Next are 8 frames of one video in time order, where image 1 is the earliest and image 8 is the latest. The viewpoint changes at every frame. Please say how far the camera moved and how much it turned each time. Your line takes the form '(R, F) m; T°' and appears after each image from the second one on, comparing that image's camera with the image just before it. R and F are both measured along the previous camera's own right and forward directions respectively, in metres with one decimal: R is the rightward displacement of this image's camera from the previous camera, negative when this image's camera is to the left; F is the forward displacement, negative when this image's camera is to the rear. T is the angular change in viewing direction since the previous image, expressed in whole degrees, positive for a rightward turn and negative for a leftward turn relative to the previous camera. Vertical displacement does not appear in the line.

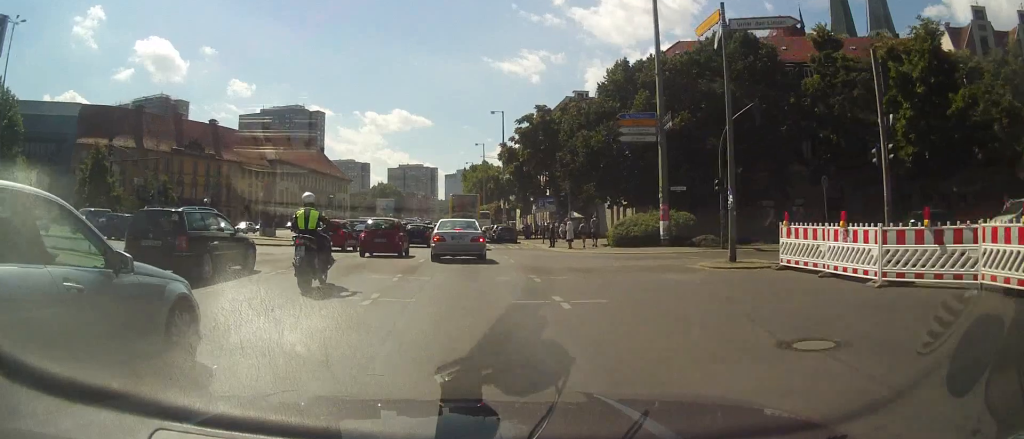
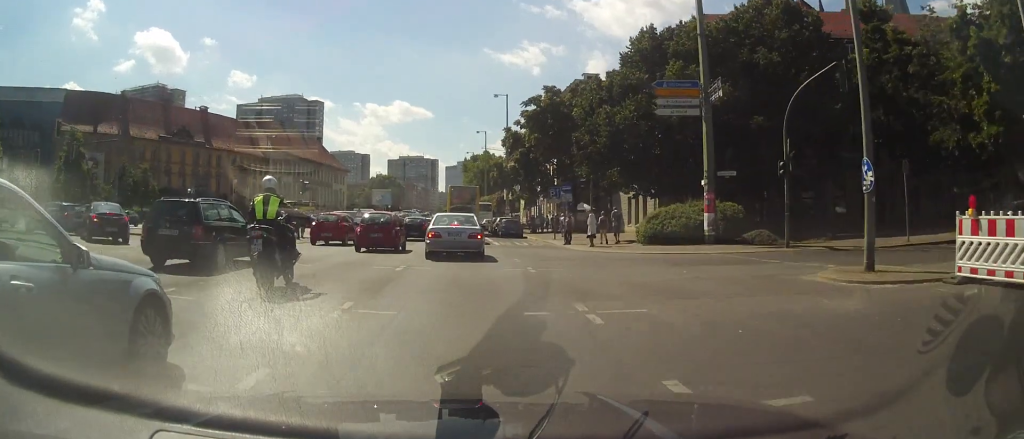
(-0.1, +6.0) m; -1°
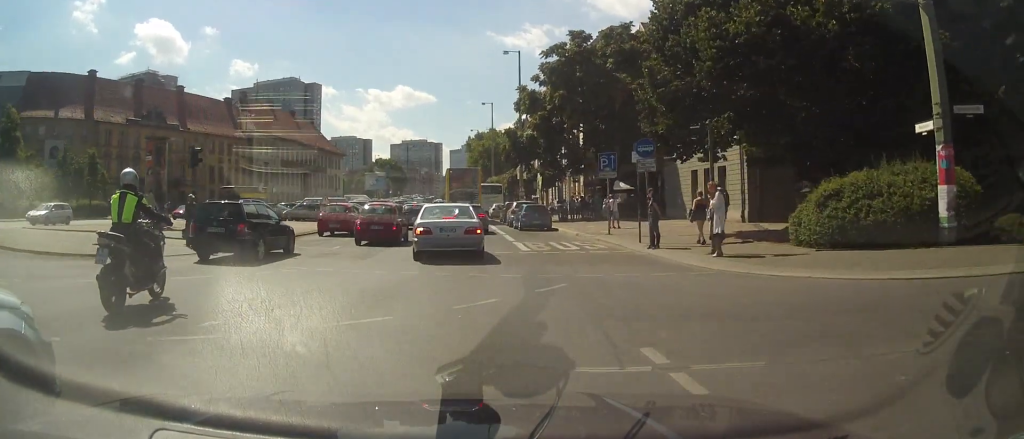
(+0.4, +14.4) m; 0°
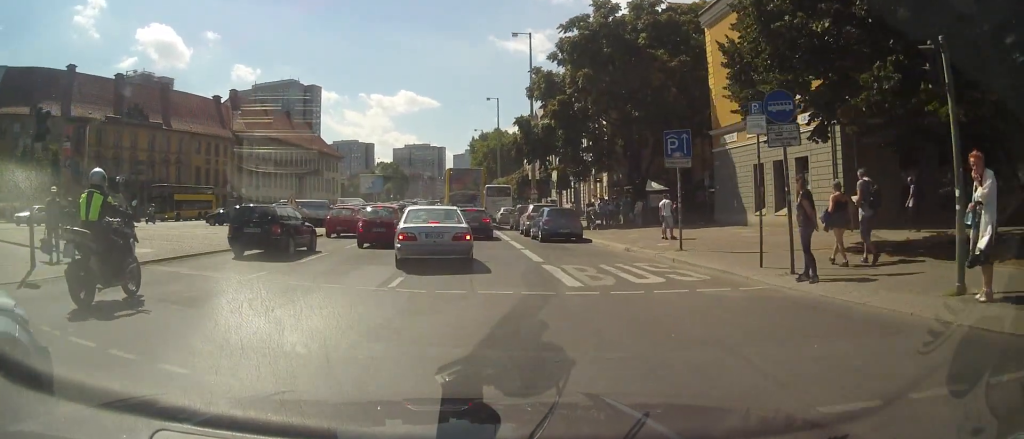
(-0.4, +8.8) m; -4°
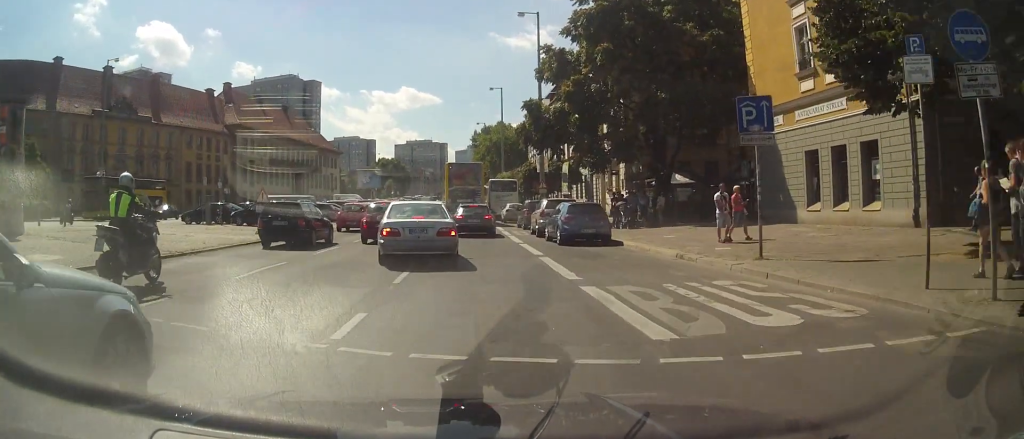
(0.0, +5.3) m; +1°
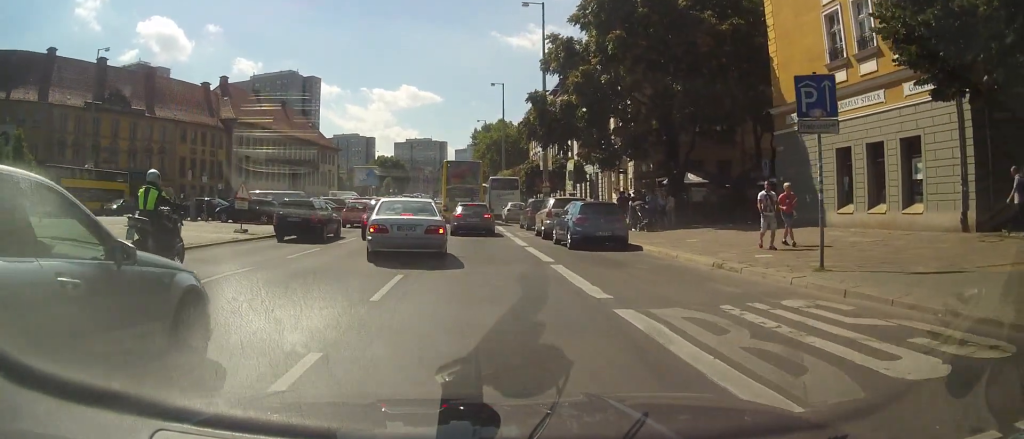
(0.0, +2.8) m; 0°
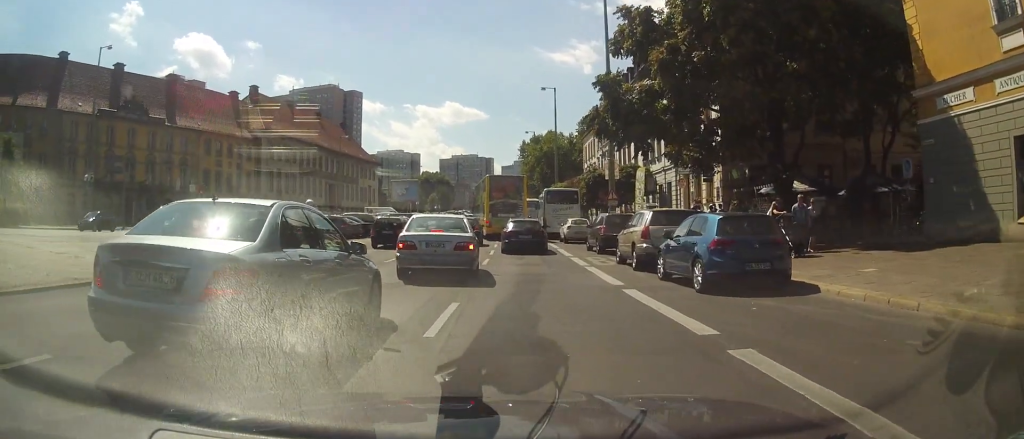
(-0.3, +8.0) m; -5°
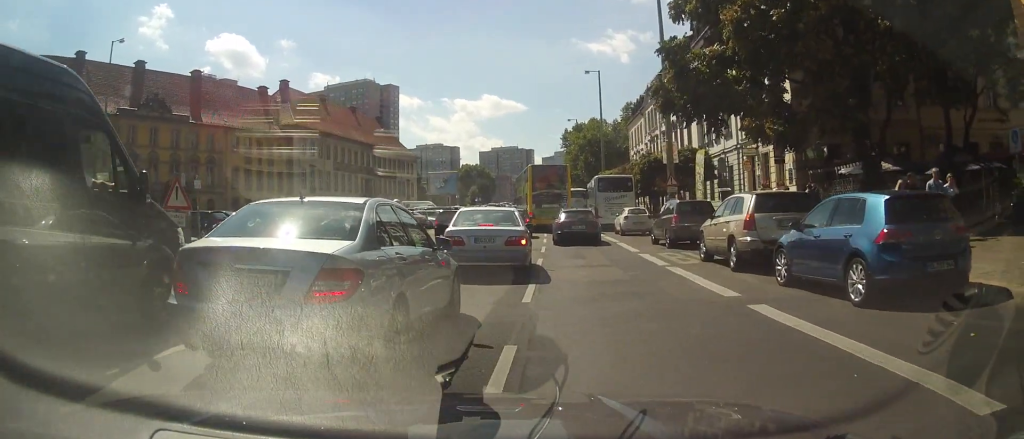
(+0.1, +3.6) m; -1°
